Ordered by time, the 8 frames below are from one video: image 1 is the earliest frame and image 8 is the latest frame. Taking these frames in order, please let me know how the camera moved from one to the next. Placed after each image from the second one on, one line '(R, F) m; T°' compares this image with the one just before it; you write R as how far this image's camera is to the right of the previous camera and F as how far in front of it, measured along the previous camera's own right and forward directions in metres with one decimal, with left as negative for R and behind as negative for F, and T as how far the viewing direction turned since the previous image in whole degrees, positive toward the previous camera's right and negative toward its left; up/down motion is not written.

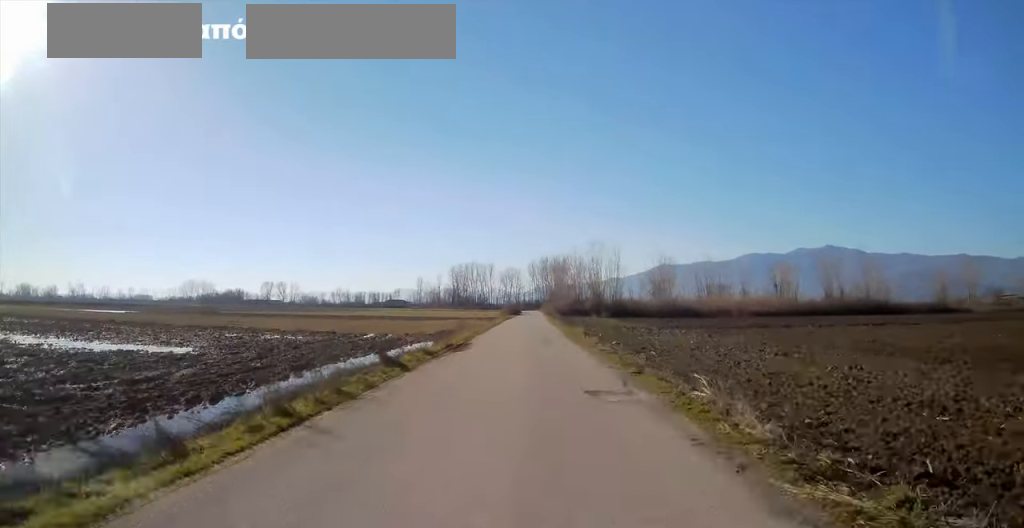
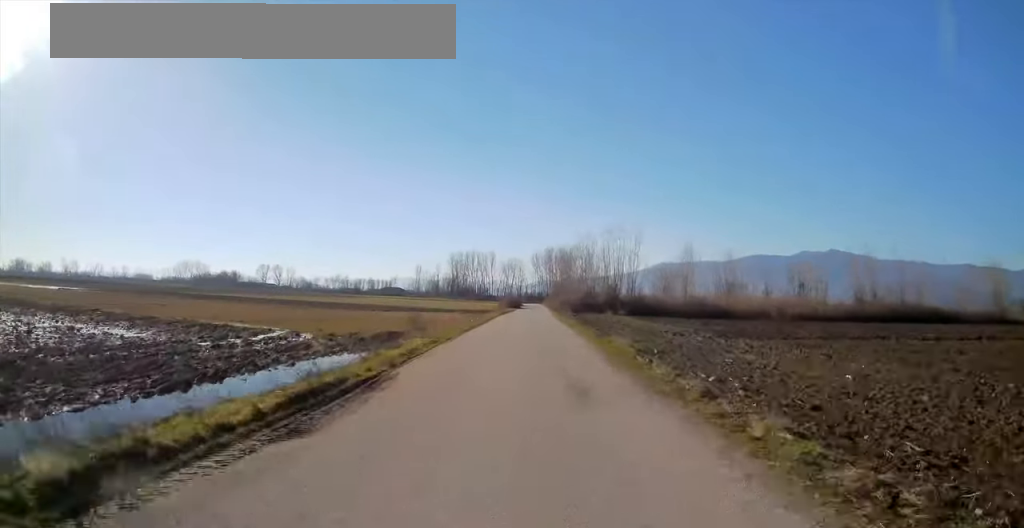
(-0.1, +17.1) m; -1°
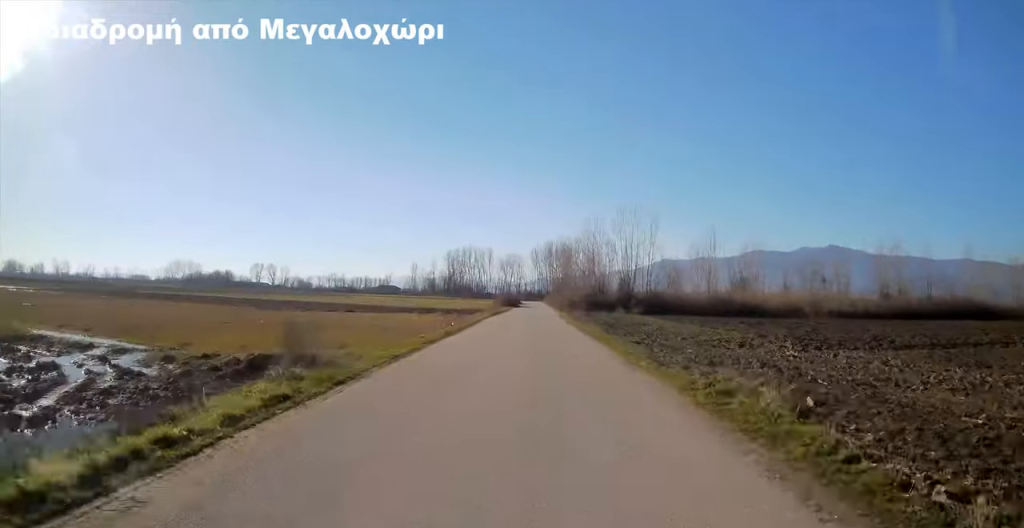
(-0.1, +13.4) m; 0°
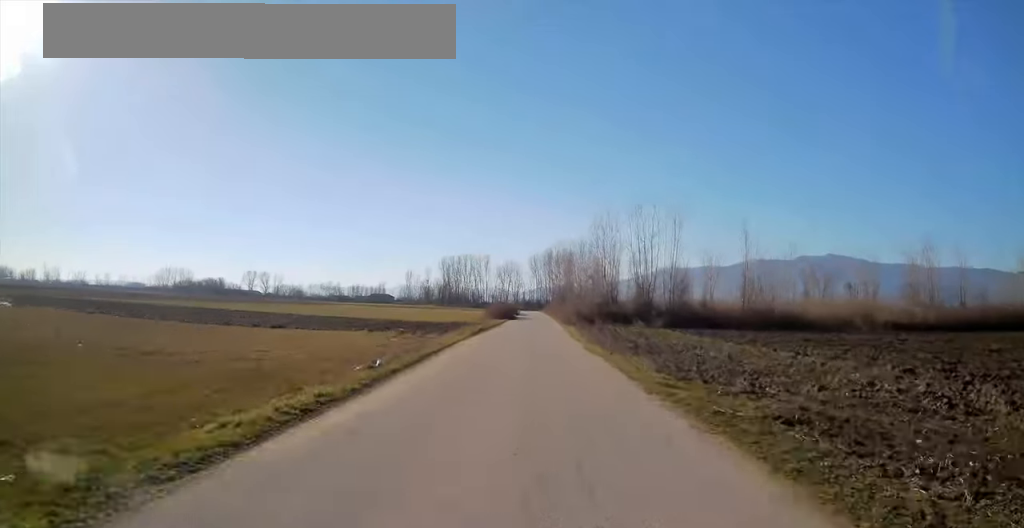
(0.0, +15.1) m; 0°
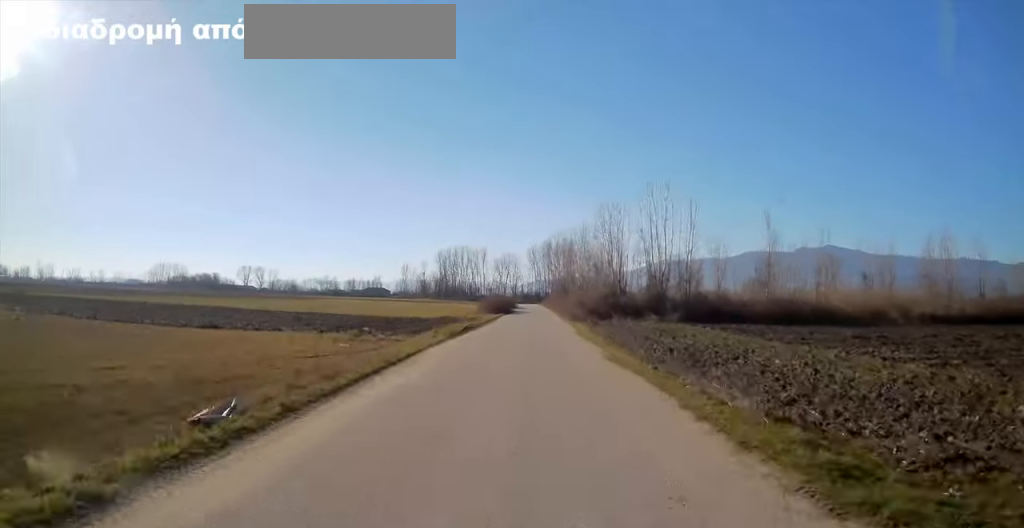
(0.0, +8.3) m; 0°
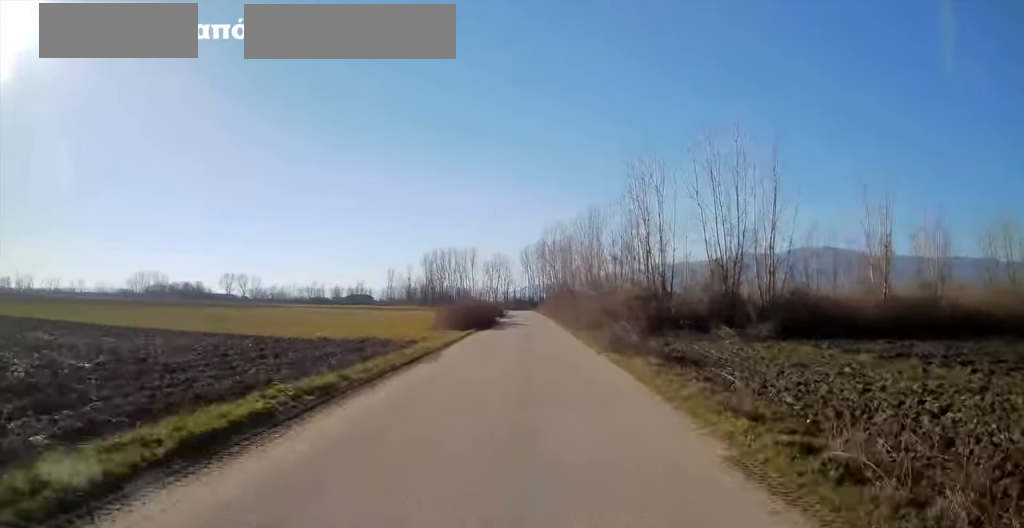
(+0.2, +24.6) m; 0°
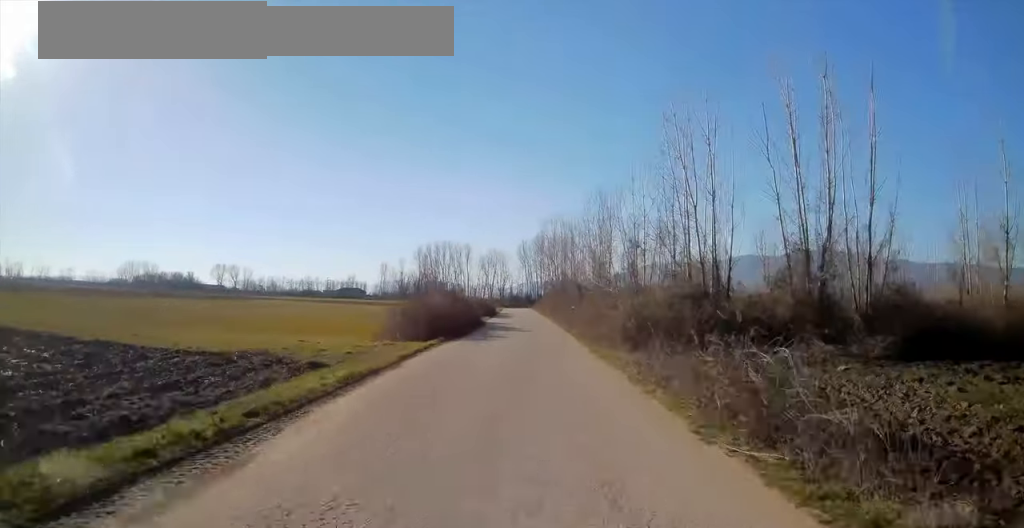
(-0.1, +12.7) m; 0°
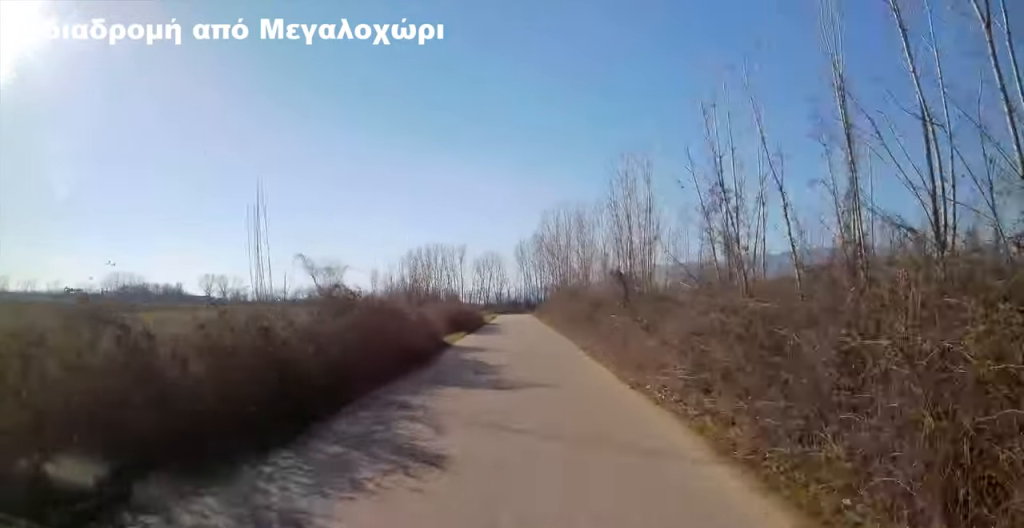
(+0.2, +21.1) m; +1°
